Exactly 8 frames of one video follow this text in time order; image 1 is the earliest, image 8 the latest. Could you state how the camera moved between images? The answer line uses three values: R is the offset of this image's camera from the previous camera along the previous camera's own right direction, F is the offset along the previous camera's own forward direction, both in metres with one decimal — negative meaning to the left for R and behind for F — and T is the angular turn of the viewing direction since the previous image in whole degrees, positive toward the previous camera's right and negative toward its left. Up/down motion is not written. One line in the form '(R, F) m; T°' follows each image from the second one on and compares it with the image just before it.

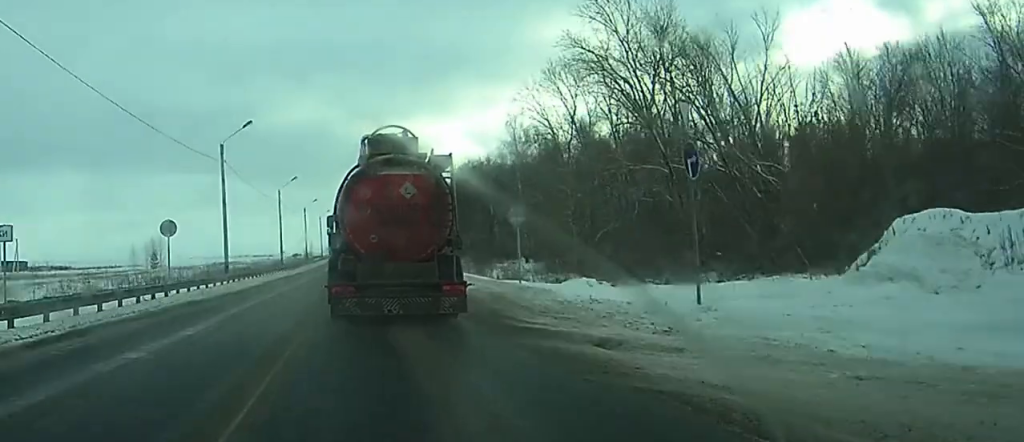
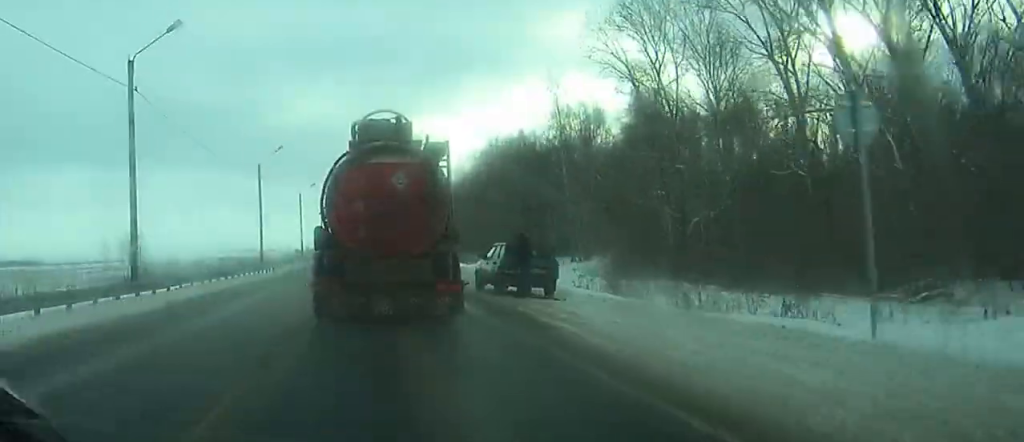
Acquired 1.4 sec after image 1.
(+0.4, +18.9) m; +1°
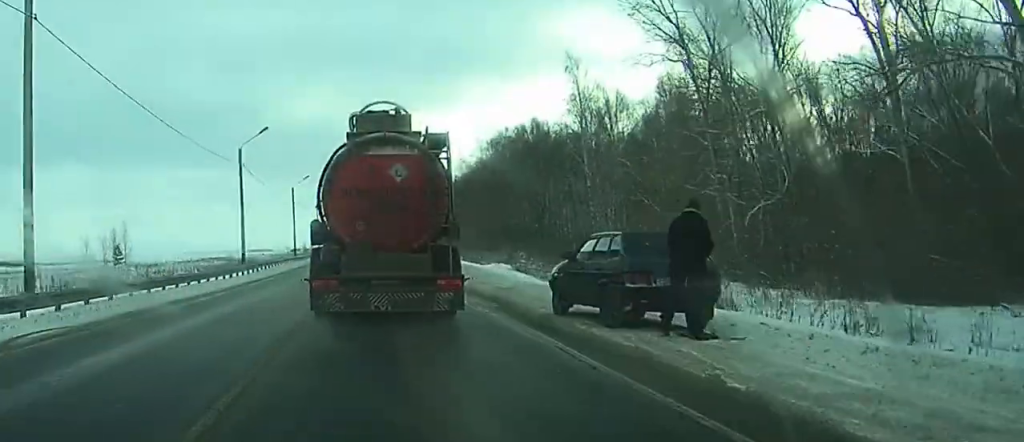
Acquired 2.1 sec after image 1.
(0.0, +8.6) m; 0°
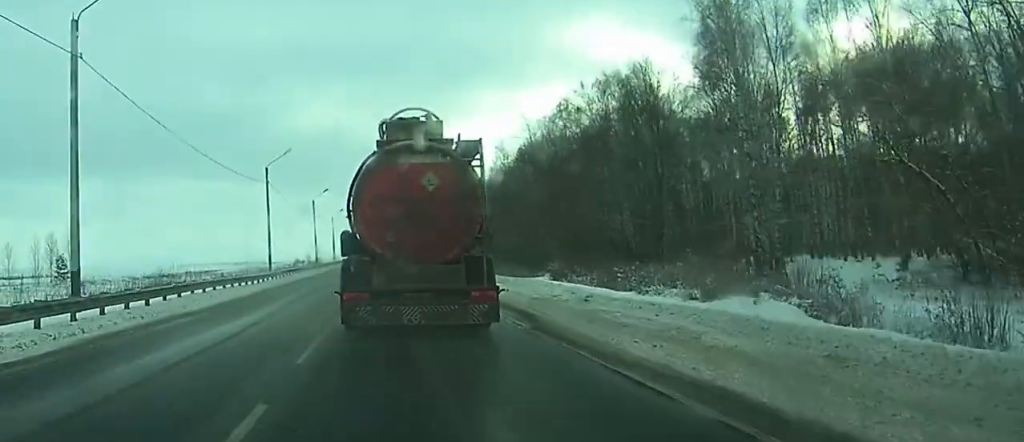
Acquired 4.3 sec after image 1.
(+0.8, +32.5) m; +3°
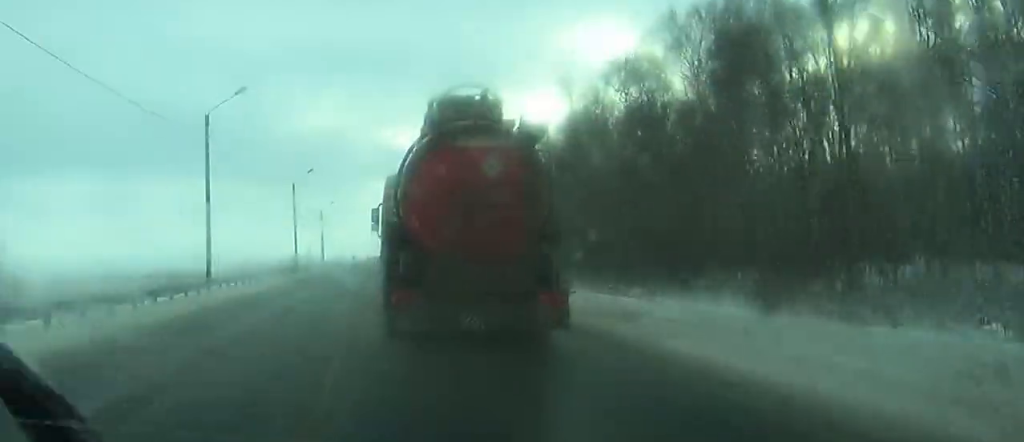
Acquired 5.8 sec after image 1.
(+0.5, +22.8) m; +3°
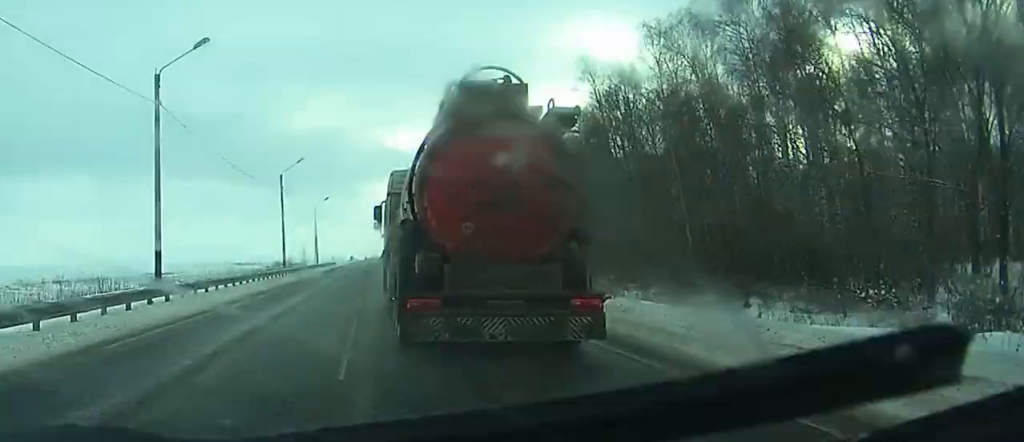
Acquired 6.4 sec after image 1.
(+0.3, +9.3) m; +1°
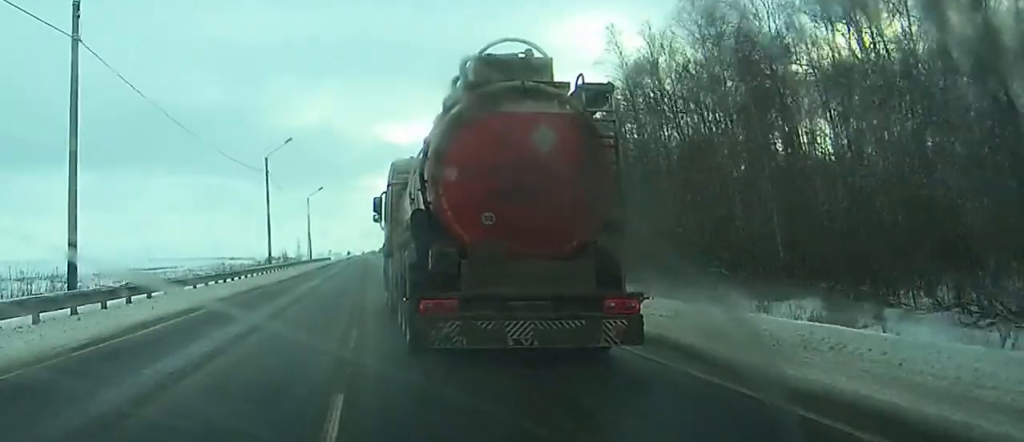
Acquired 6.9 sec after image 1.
(+0.1, +8.8) m; 0°
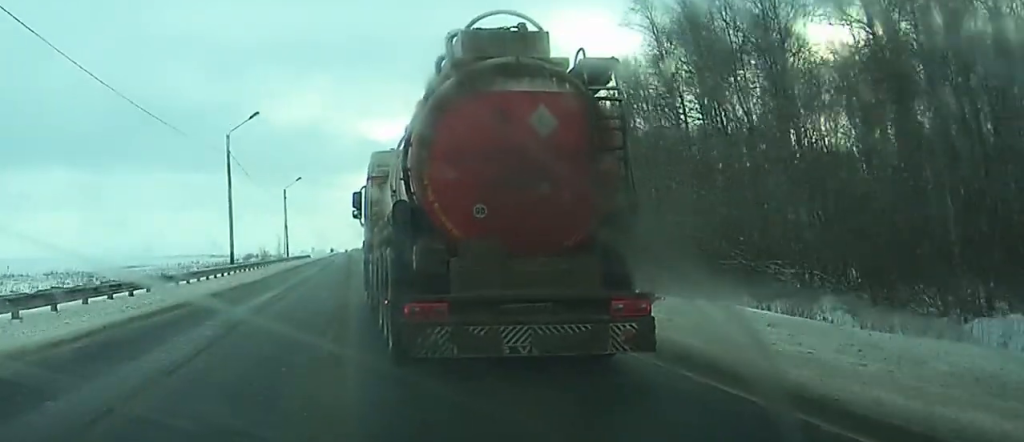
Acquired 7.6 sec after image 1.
(-0.1, +11.1) m; -1°
